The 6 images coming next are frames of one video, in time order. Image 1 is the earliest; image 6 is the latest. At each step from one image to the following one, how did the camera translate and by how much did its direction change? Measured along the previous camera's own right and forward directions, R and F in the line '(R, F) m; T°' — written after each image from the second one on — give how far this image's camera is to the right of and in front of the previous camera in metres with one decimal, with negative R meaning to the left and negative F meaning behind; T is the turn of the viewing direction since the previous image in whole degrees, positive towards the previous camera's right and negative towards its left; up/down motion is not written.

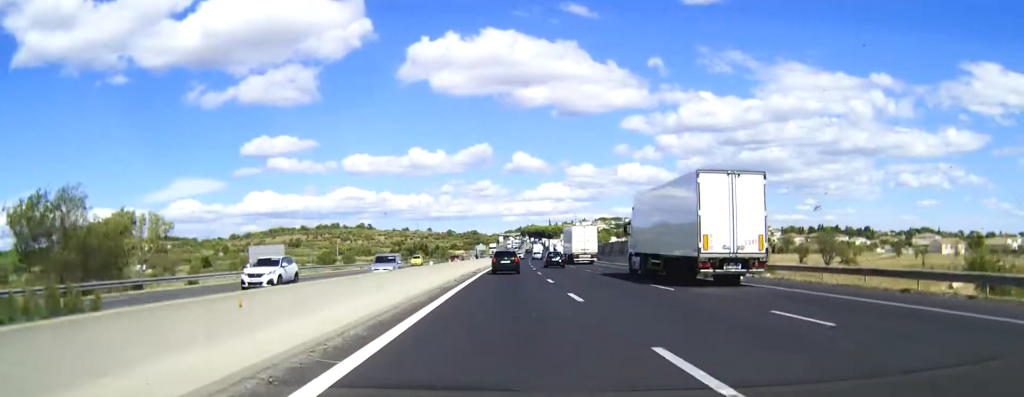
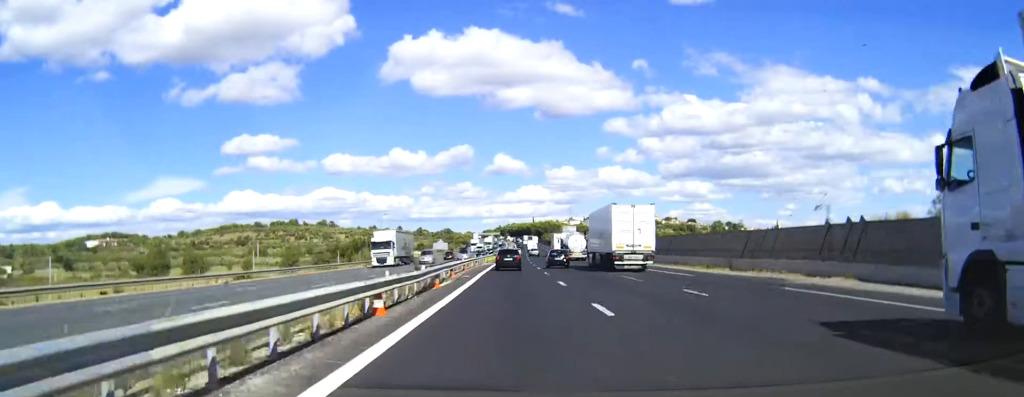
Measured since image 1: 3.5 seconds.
(+0.6, +120.4) m; +1°
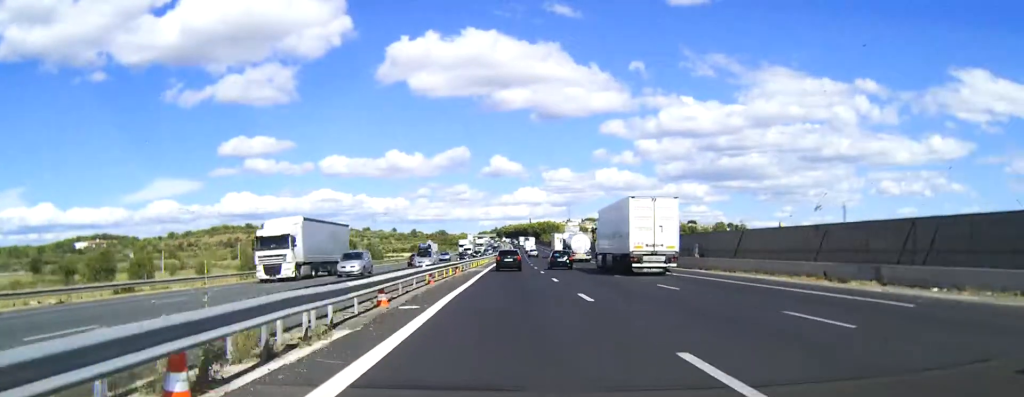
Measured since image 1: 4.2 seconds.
(+0.2, +21.8) m; 0°
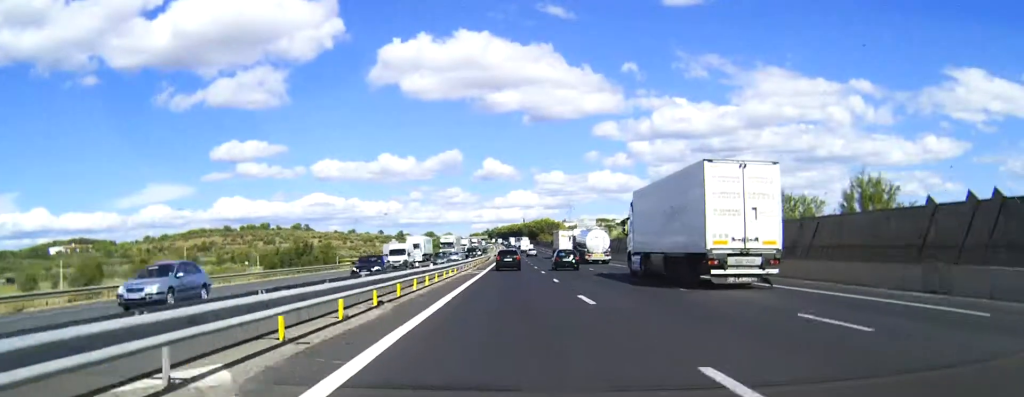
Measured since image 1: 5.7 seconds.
(0.0, +53.0) m; 0°
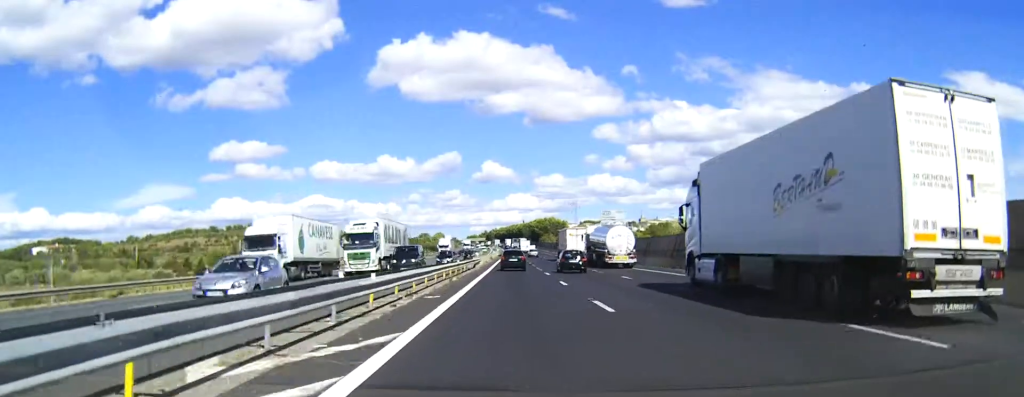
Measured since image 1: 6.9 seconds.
(+0.2, +40.6) m; 0°
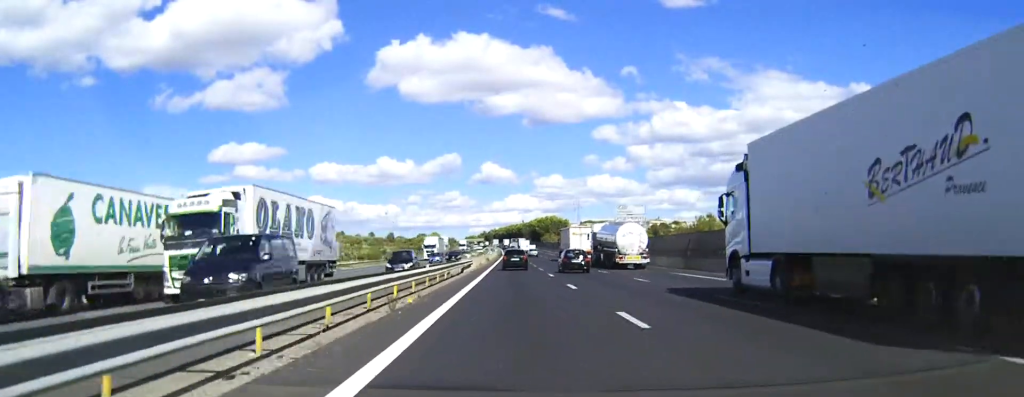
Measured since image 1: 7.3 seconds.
(0.0, +16.3) m; 0°
